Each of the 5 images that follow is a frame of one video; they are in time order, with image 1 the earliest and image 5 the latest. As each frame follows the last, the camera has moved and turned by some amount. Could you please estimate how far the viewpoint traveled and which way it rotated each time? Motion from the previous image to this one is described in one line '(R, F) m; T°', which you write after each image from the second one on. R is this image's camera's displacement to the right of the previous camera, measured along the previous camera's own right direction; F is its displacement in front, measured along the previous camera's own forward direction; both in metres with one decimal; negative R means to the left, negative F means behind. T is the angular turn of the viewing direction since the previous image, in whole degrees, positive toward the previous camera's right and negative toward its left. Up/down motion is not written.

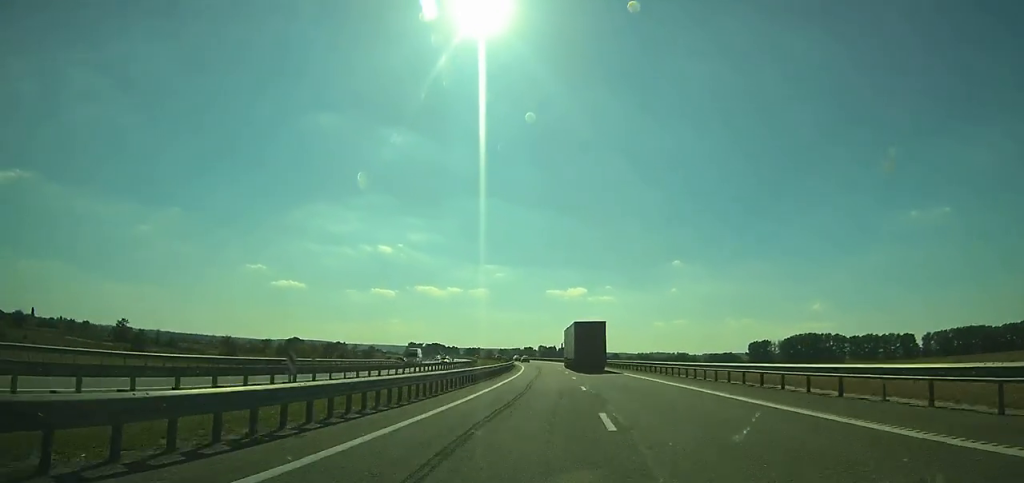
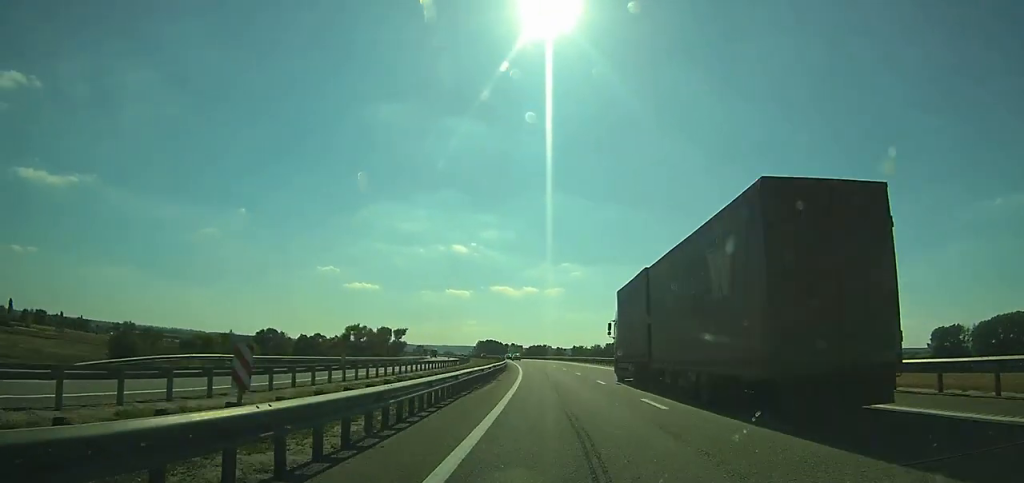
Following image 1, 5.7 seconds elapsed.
(-10.0, +160.5) m; -8°
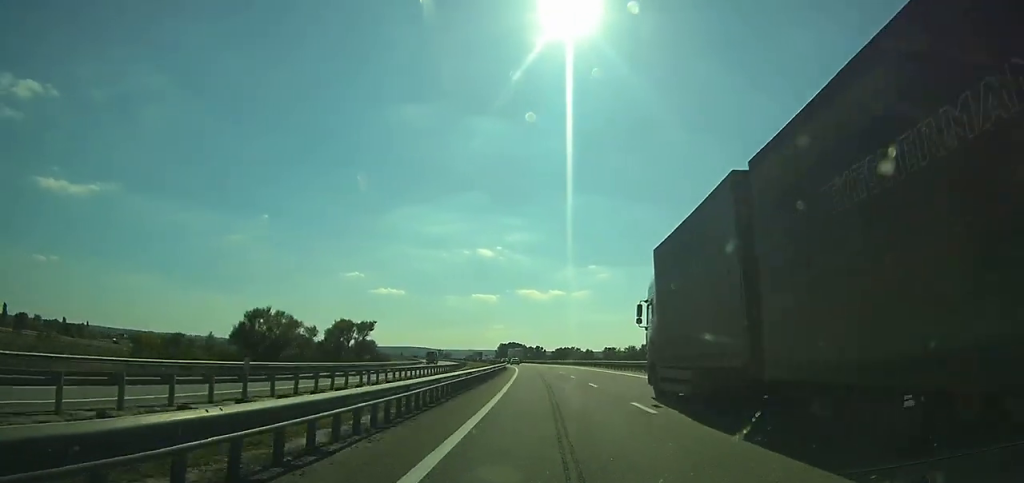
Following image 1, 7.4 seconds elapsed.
(-0.2, +50.3) m; -3°
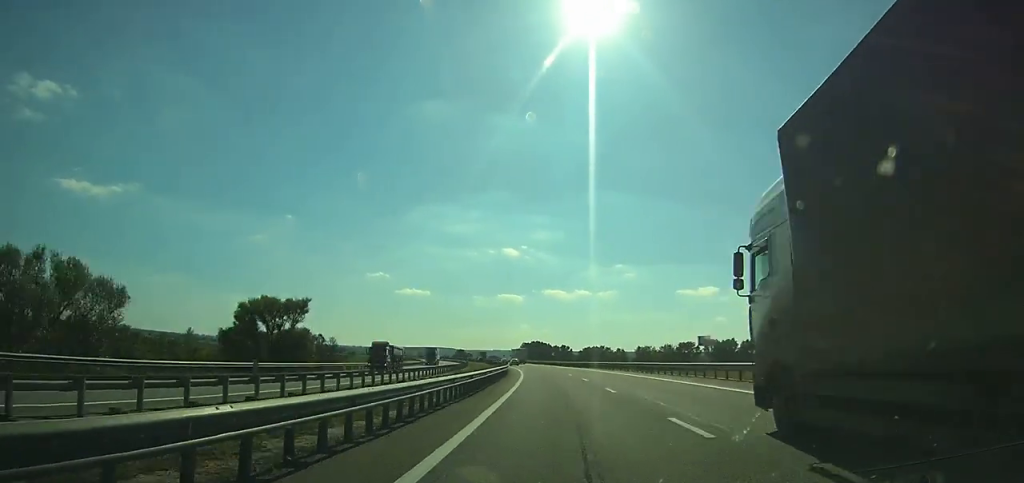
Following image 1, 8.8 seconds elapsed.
(-1.5, +41.2) m; -2°
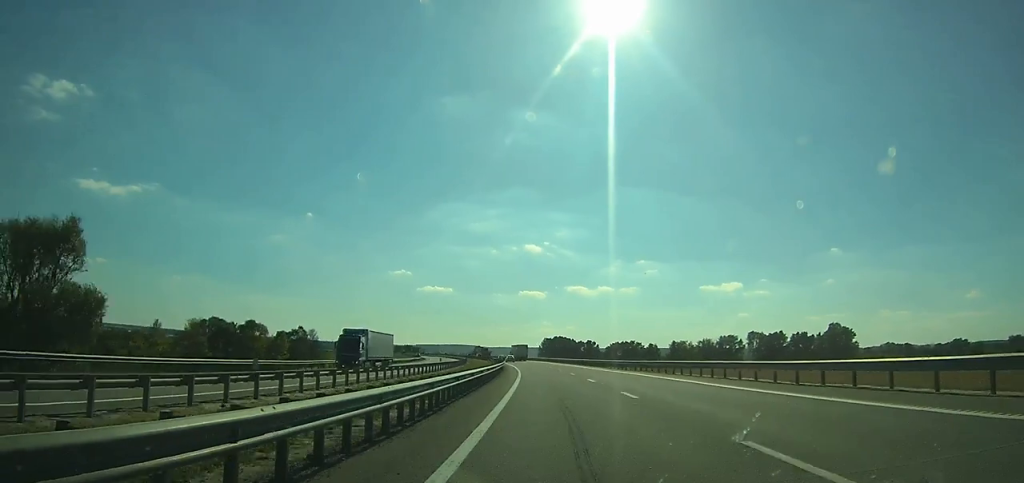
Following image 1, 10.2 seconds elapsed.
(-0.4, +41.3) m; -2°
